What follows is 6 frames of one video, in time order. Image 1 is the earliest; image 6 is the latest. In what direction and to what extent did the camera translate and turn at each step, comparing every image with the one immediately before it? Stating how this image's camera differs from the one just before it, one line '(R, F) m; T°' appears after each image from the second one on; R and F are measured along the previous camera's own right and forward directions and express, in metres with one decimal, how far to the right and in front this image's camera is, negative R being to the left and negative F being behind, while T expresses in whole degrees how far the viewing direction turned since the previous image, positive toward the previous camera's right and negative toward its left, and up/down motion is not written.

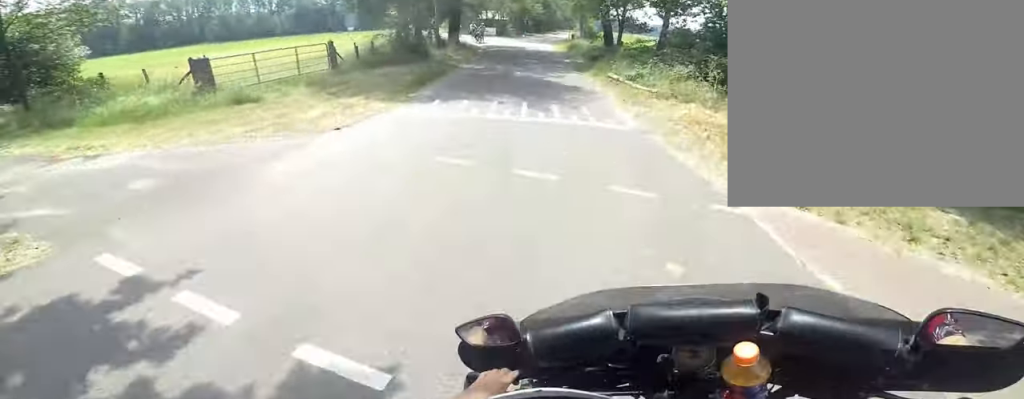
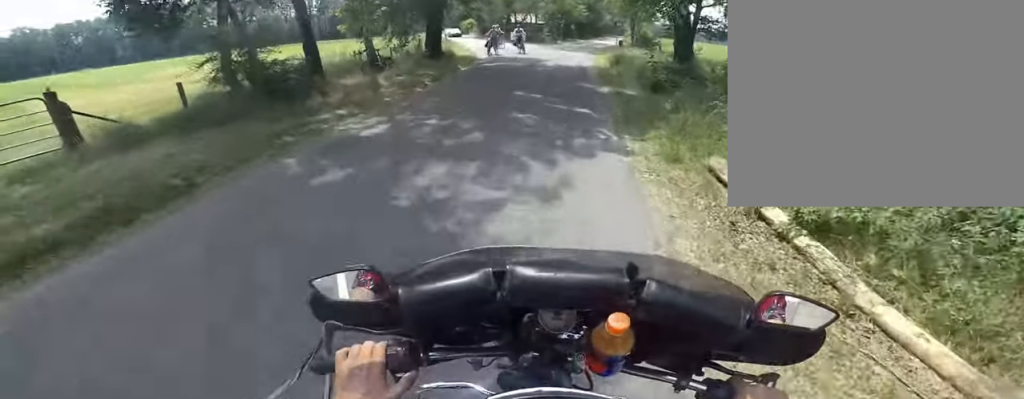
(-1.4, +7.0) m; -25°
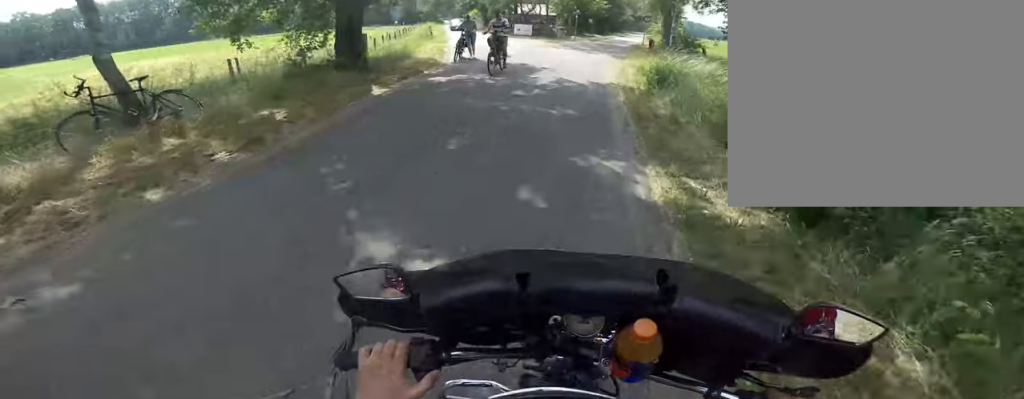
(-0.3, +6.9) m; -7°
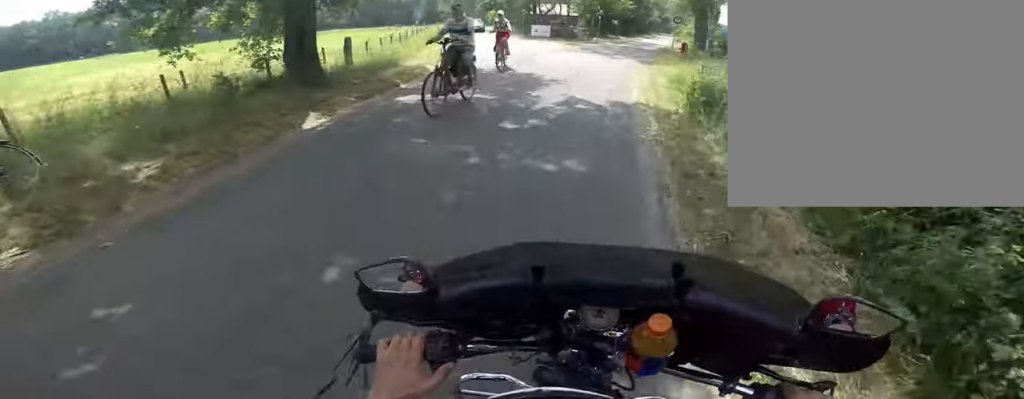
(-0.3, +2.6) m; 0°
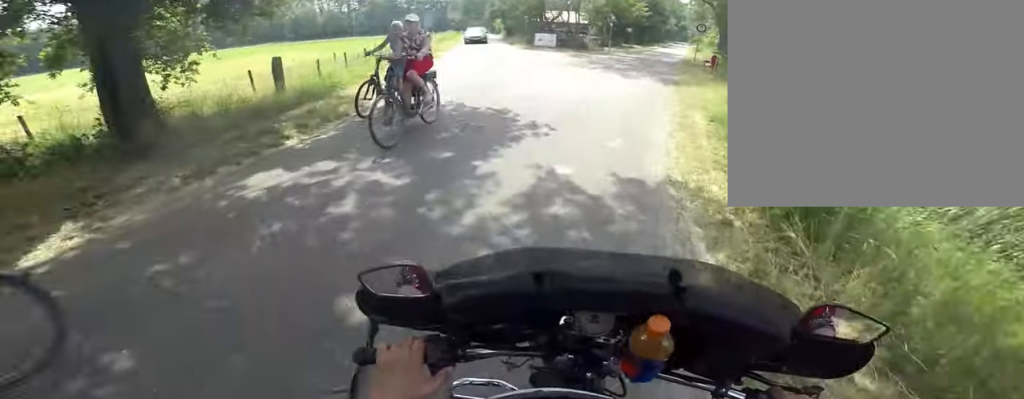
(-0.1, +3.8) m; +2°
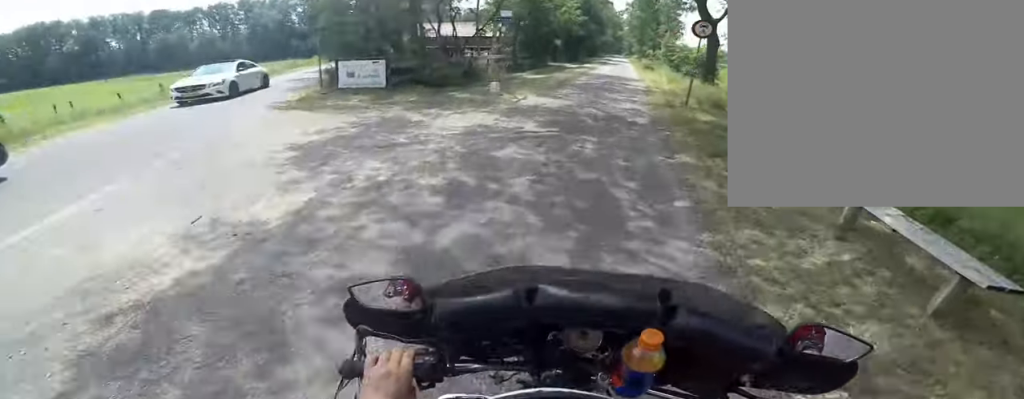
(+2.5, +17.0) m; +7°
